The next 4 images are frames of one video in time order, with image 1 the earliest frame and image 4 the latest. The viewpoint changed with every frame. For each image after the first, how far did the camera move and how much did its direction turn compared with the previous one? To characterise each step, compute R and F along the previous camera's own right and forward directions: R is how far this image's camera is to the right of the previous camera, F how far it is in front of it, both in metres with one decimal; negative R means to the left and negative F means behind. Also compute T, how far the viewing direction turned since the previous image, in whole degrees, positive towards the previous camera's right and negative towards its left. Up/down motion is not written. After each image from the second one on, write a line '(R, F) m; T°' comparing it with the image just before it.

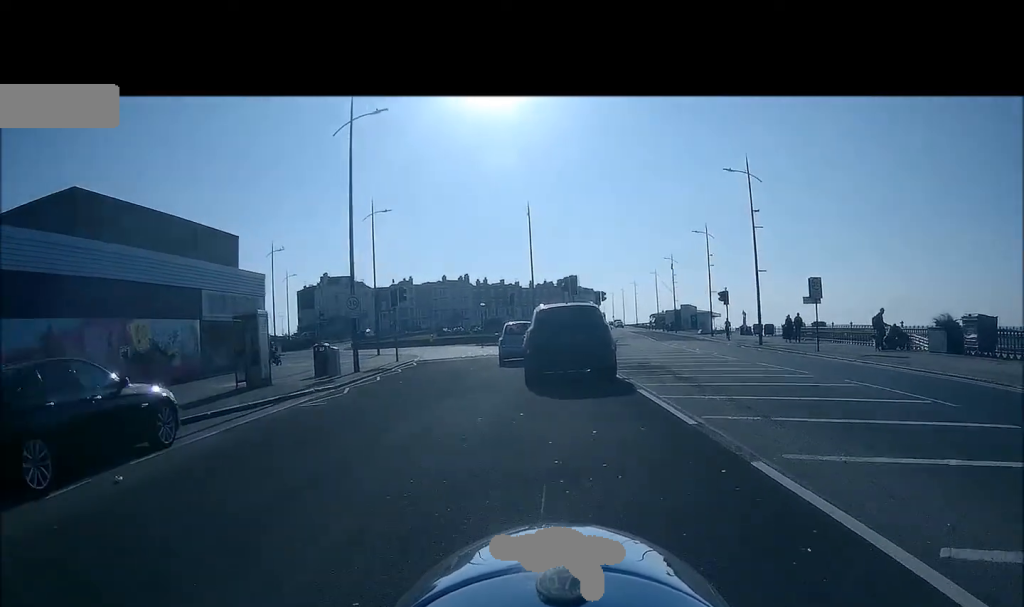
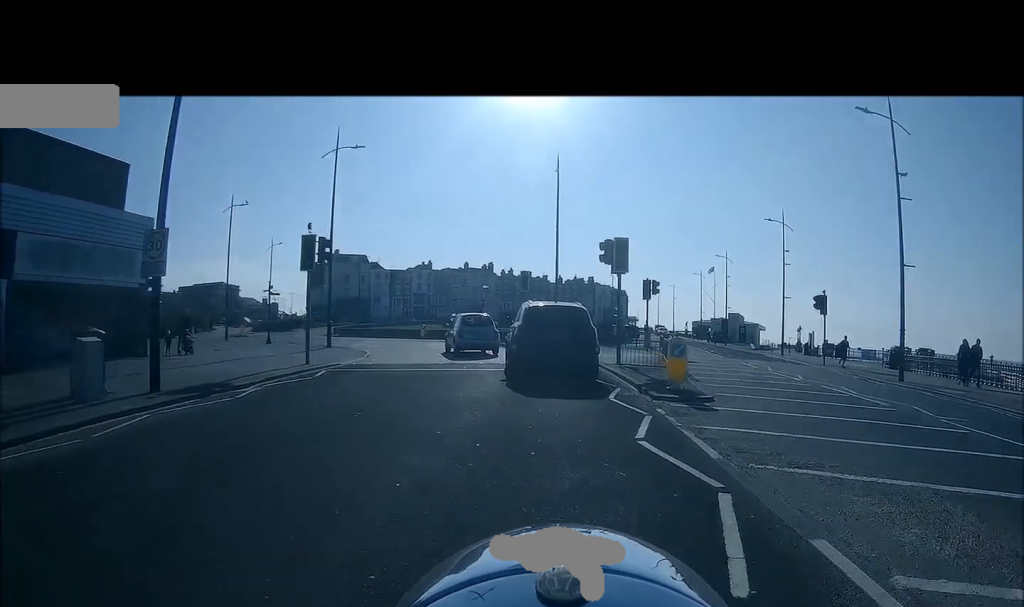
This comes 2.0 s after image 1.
(+0.5, +14.0) m; 0°
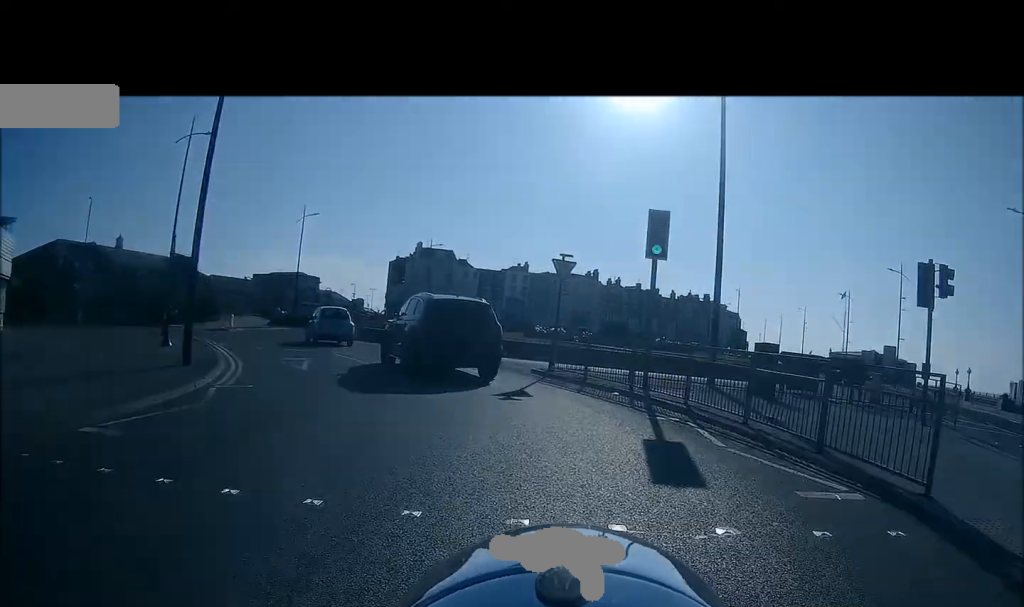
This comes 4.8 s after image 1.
(-2.3, +18.4) m; -10°
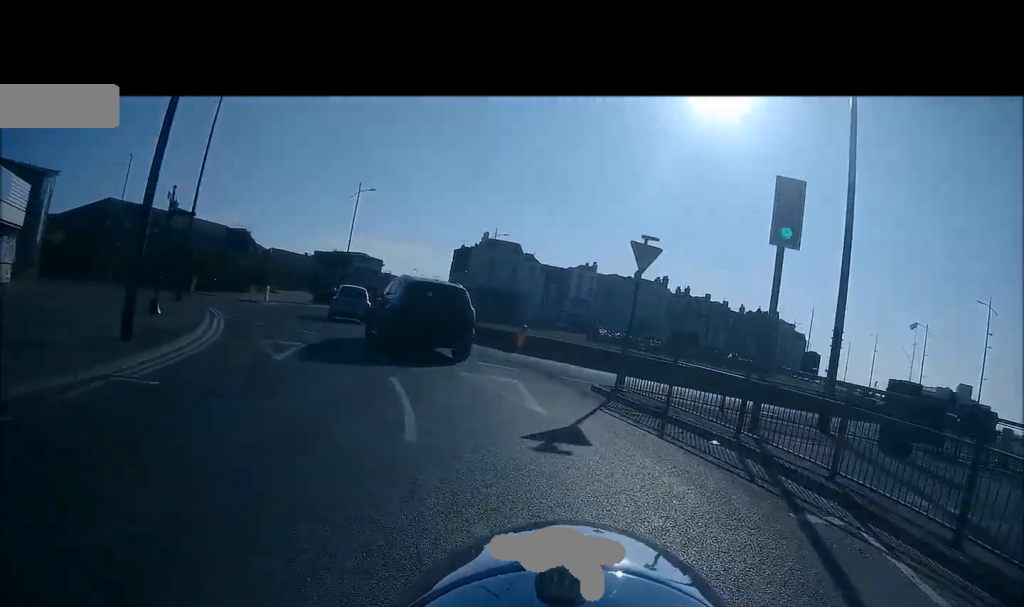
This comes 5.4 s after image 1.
(0.0, +4.0) m; -6°
